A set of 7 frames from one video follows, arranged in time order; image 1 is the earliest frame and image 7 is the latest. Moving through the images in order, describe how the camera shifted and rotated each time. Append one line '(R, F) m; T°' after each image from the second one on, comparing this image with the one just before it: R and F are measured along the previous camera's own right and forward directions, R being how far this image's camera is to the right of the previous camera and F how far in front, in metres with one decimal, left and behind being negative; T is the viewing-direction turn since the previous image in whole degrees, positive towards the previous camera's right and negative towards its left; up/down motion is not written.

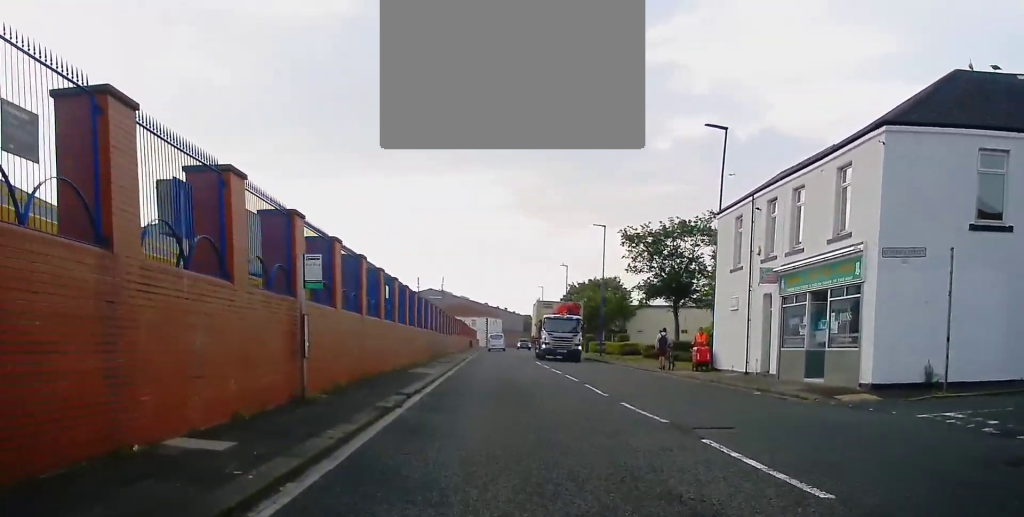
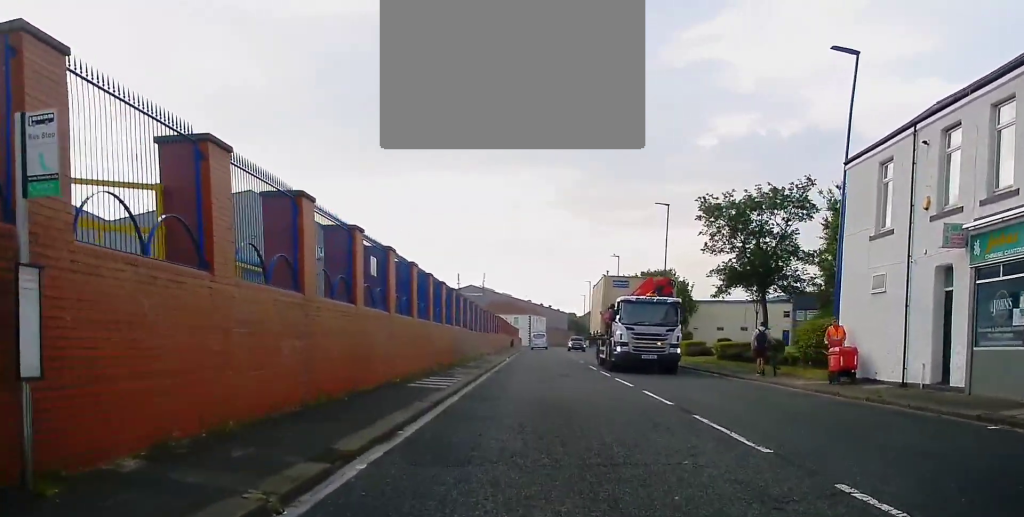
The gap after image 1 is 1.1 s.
(-0.3, +9.4) m; -1°
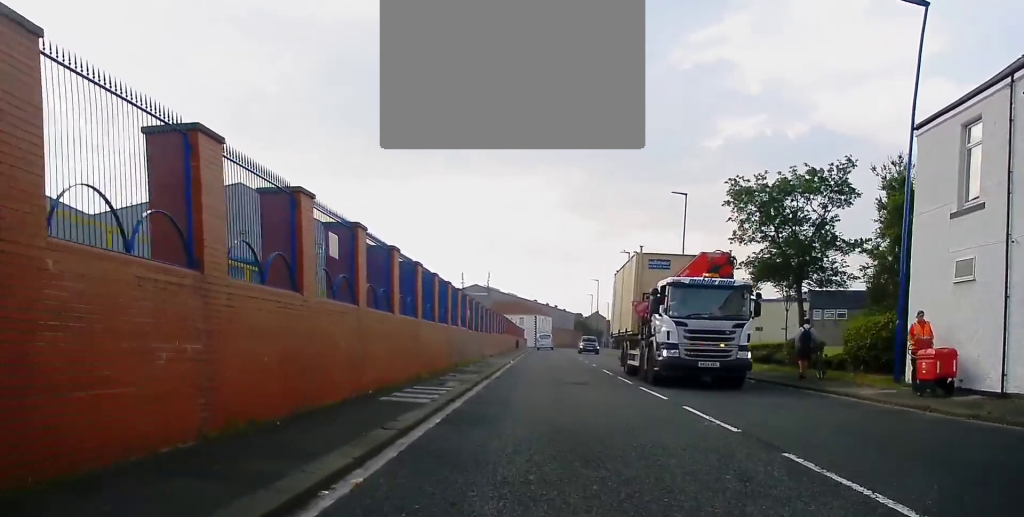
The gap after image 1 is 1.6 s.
(0.0, +4.3) m; +1°
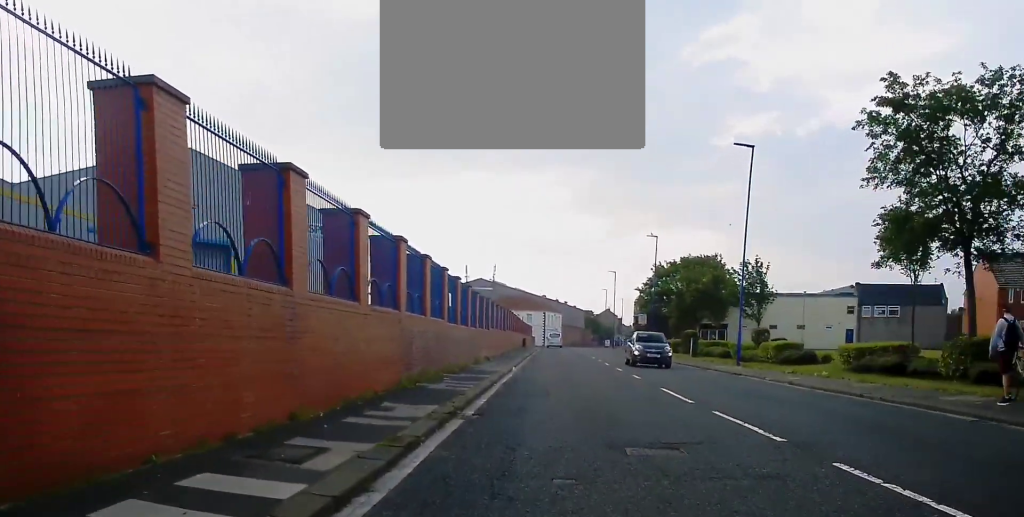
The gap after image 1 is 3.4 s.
(-0.4, +13.0) m; -5°
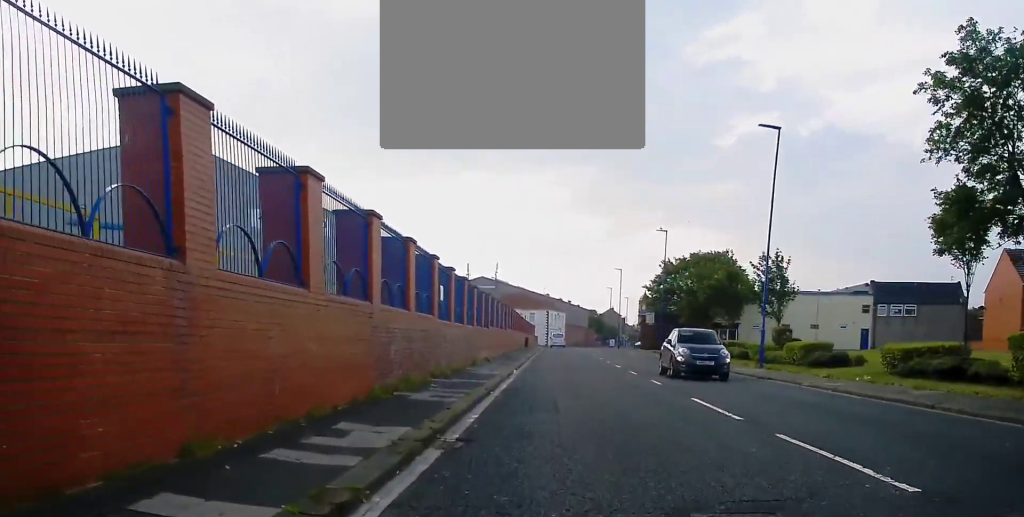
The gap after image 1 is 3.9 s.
(0.0, +3.3) m; 0°
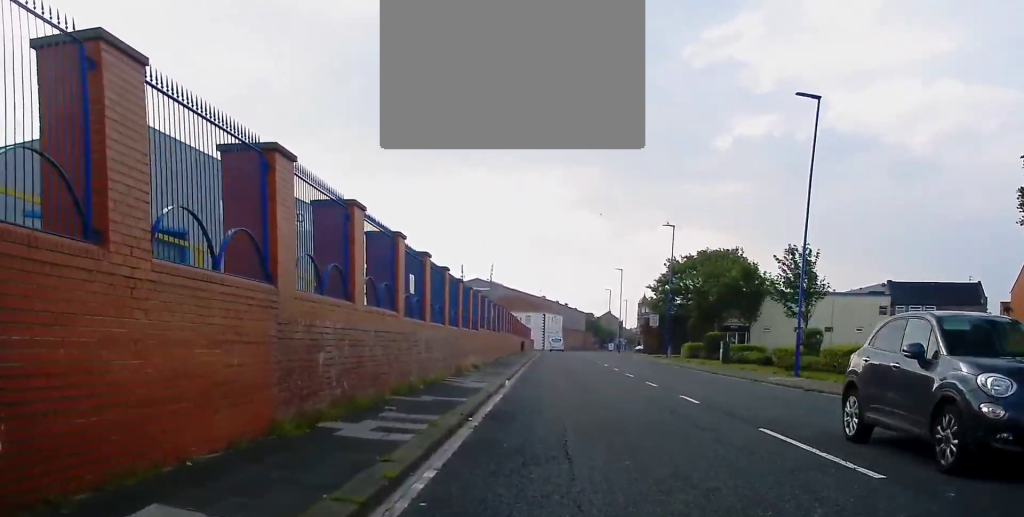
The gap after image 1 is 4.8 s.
(+0.1, +5.3) m; +2°
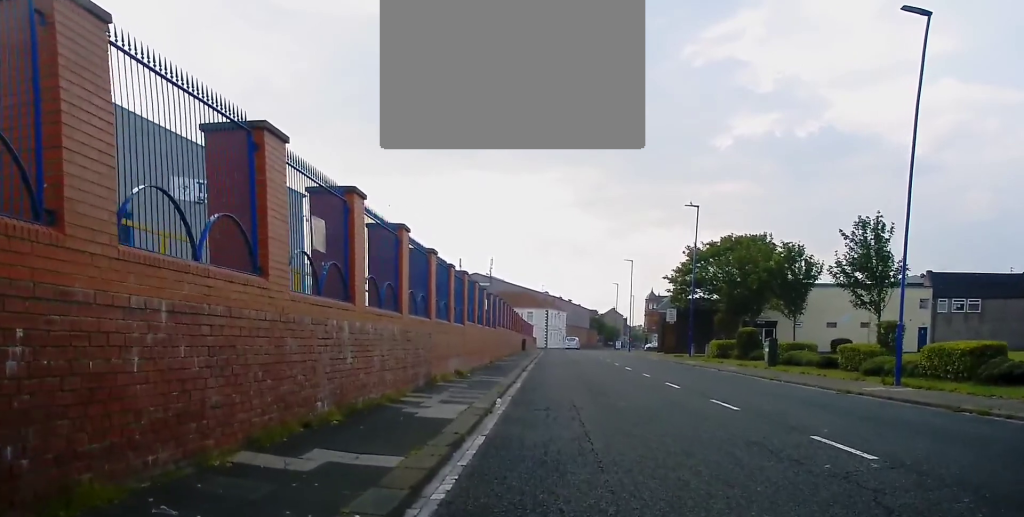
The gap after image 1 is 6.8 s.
(+0.4, +9.0) m; +4°
